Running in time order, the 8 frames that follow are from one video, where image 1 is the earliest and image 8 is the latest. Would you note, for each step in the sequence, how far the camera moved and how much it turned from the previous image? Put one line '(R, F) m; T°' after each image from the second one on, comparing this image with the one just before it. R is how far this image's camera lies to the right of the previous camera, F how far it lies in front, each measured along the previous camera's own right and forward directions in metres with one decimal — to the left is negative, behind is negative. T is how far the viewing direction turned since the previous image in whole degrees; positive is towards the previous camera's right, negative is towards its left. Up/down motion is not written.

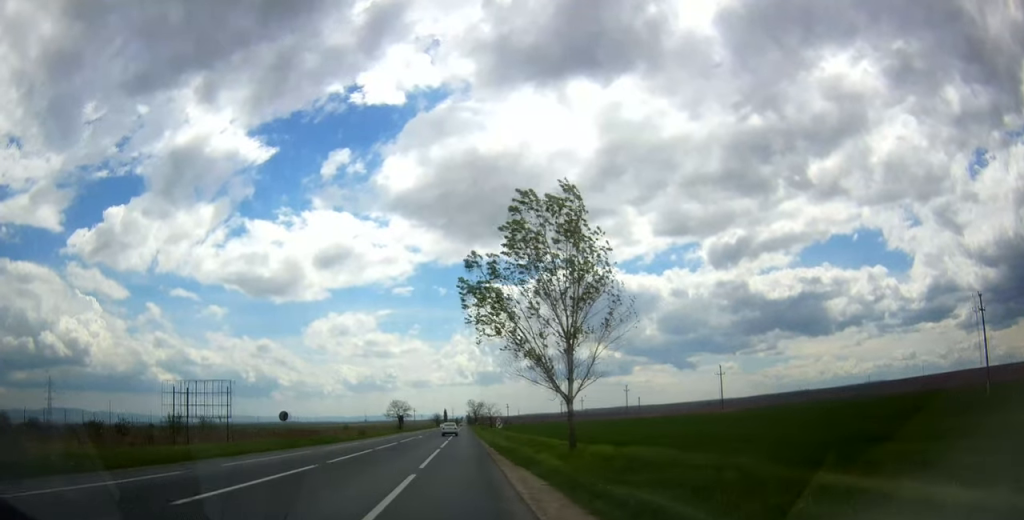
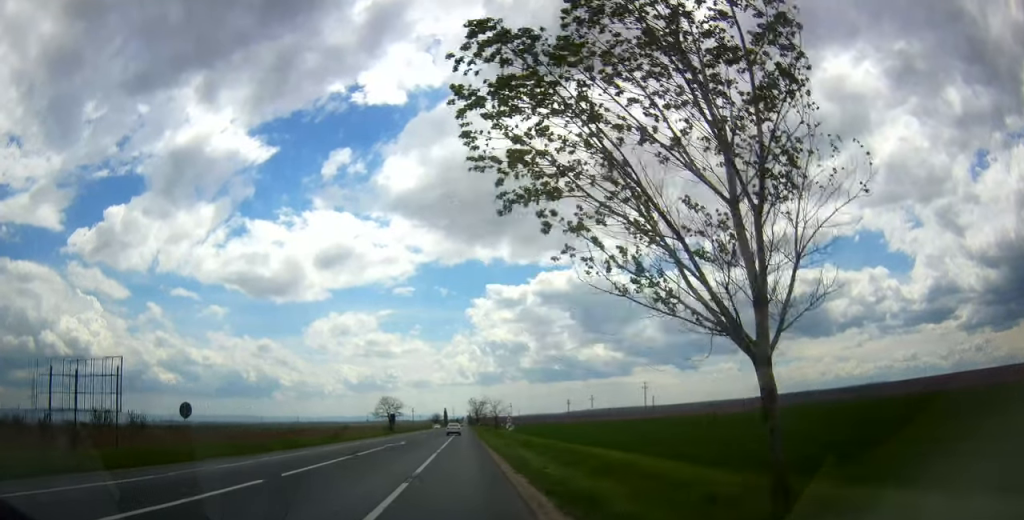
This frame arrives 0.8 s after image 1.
(-0.3, +17.2) m; 0°
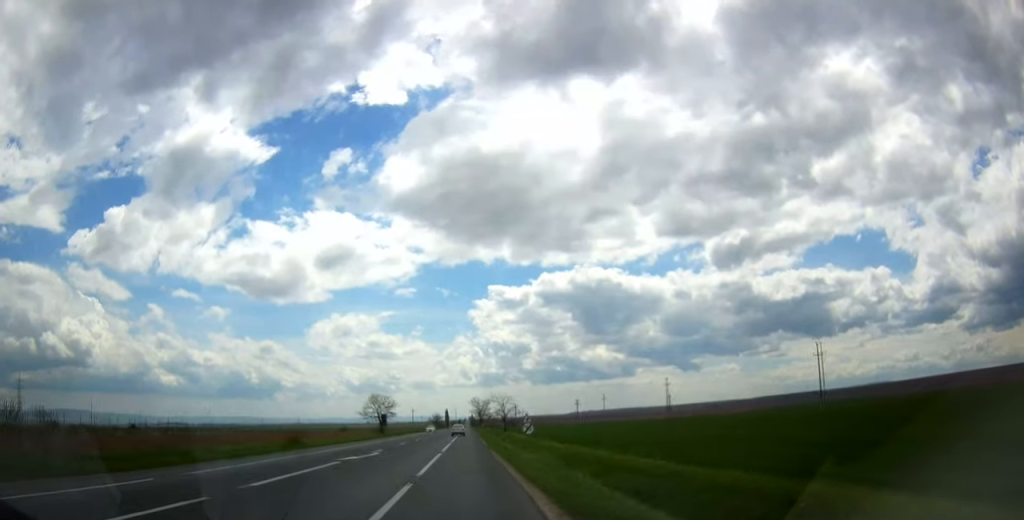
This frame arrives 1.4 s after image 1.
(0.0, +15.3) m; 0°
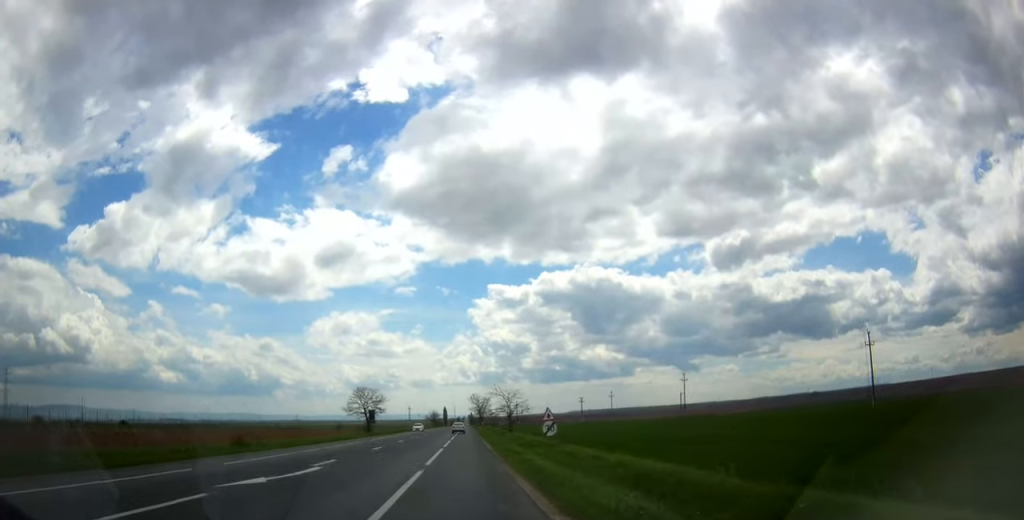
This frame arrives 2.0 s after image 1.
(0.0, +11.7) m; 0°
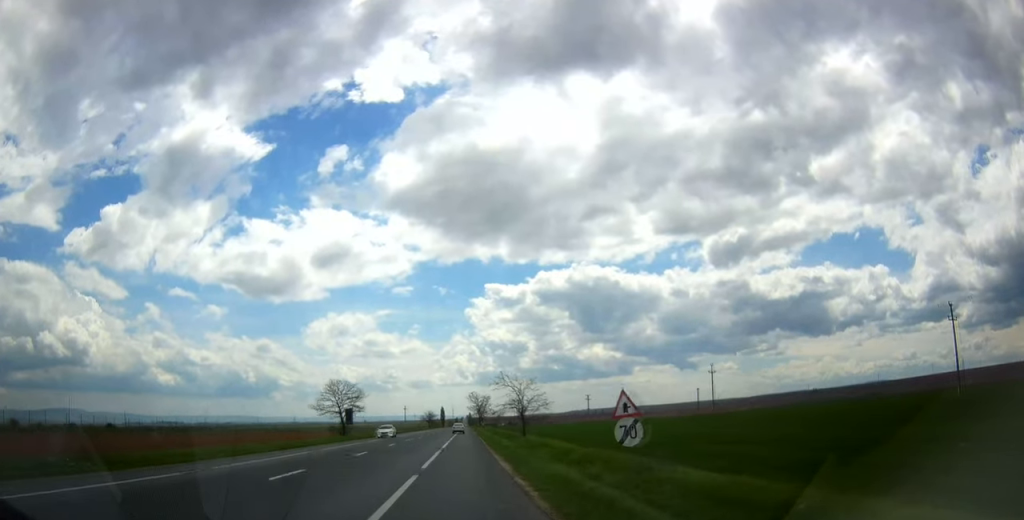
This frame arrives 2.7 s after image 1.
(+0.2, +16.2) m; 0°
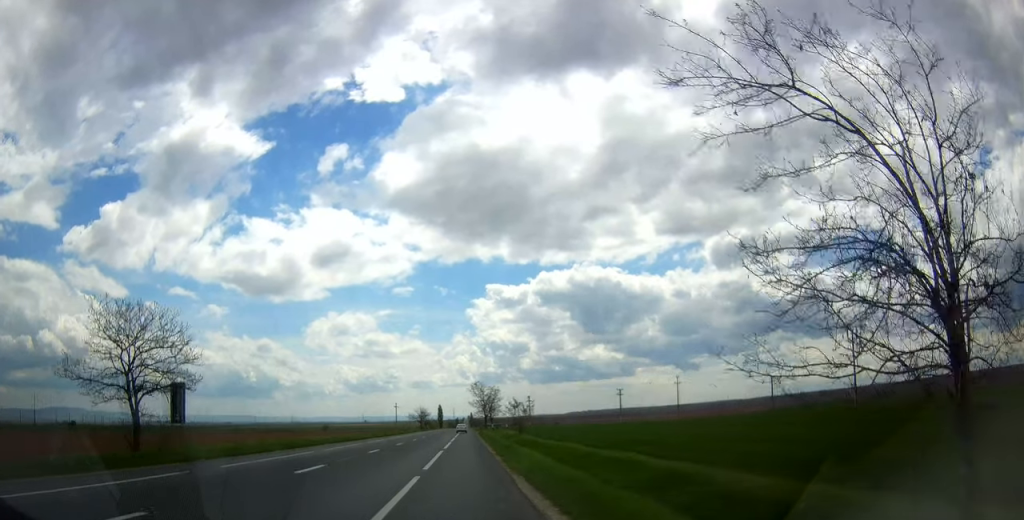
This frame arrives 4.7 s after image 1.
(-0.4, +44.8) m; -1°
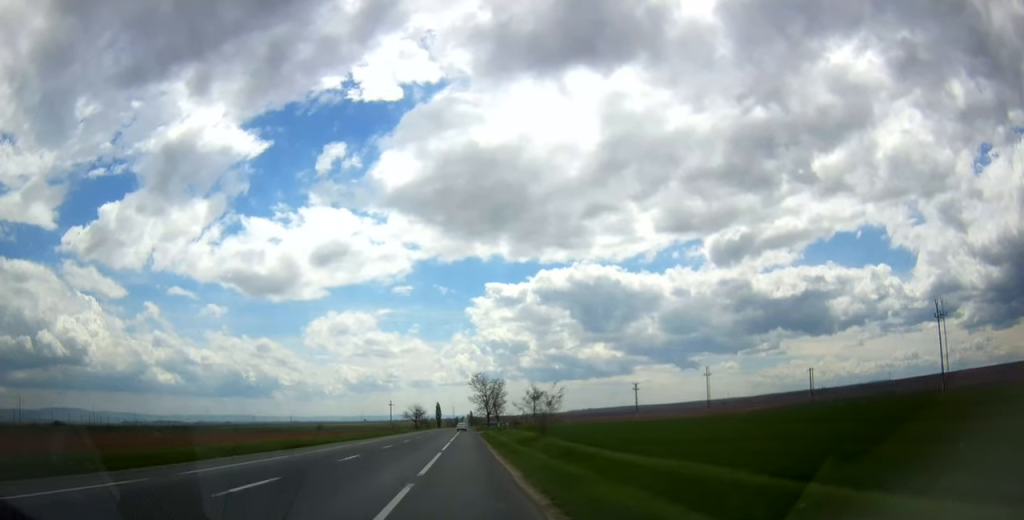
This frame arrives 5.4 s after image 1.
(0.0, +17.0) m; 0°
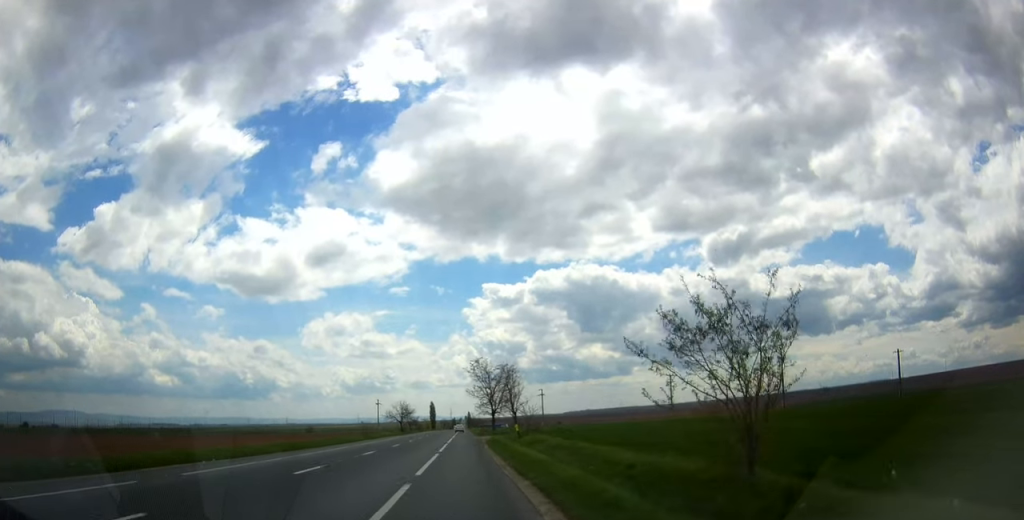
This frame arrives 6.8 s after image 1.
(0.0, +29.5) m; 0°
